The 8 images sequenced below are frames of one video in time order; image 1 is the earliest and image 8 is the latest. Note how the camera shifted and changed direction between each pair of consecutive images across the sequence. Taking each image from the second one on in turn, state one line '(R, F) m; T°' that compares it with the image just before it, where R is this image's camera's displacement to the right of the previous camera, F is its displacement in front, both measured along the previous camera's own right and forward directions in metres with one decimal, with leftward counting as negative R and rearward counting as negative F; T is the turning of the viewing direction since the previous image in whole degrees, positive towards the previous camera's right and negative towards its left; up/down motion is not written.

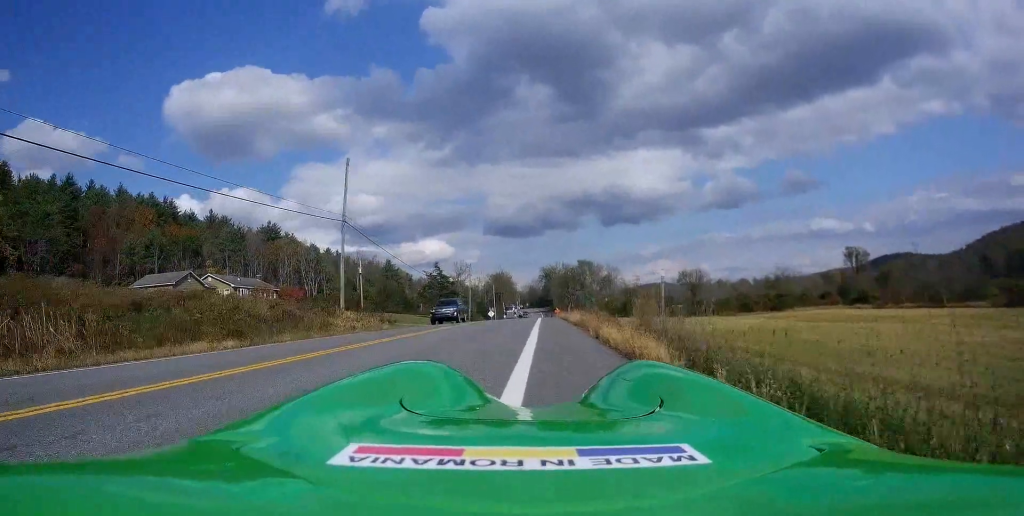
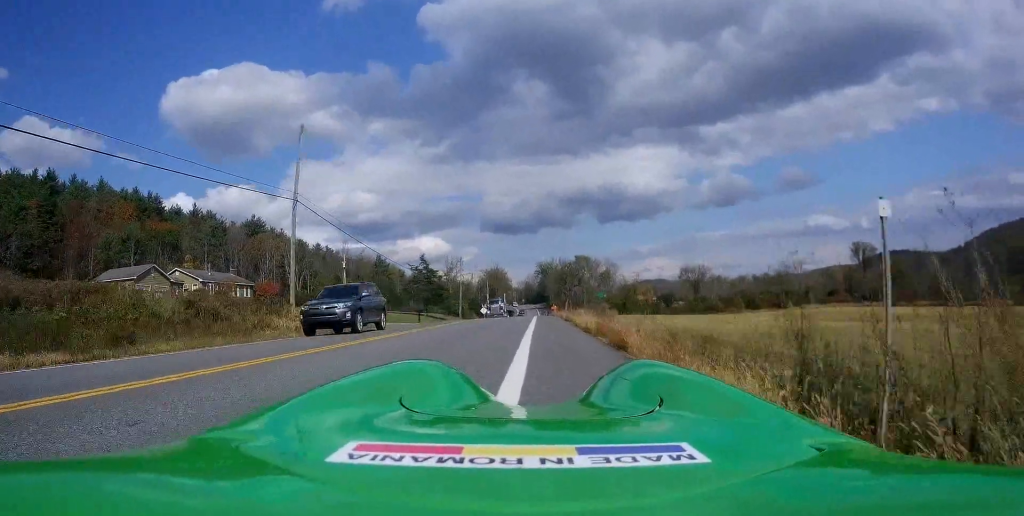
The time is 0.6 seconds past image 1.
(+0.2, +7.3) m; 0°
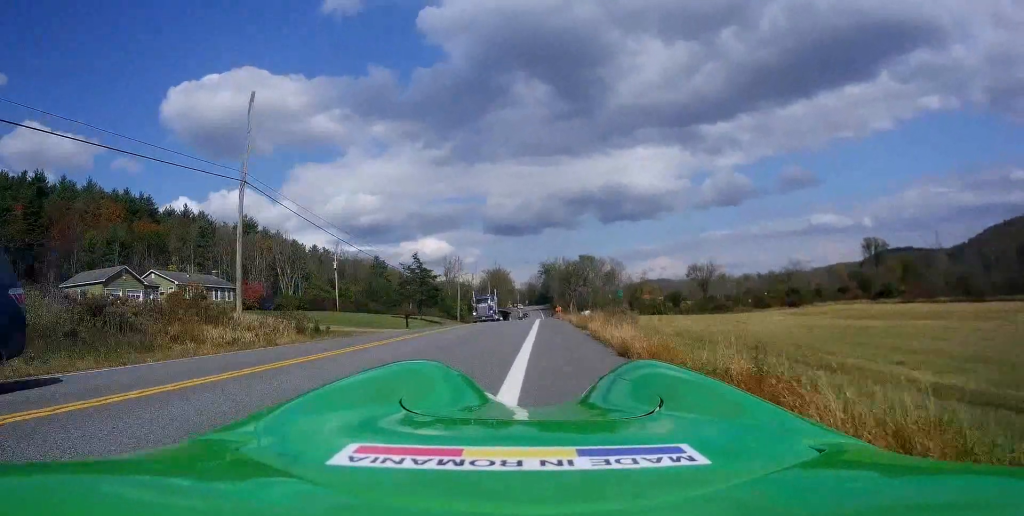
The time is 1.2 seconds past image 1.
(+0.1, +6.4) m; 0°
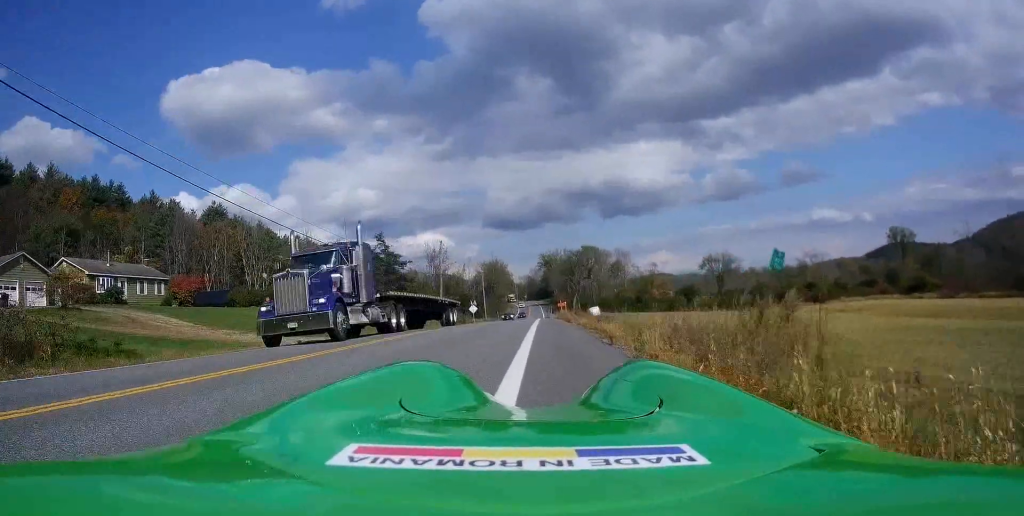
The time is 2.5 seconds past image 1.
(-0.4, +16.1) m; -1°
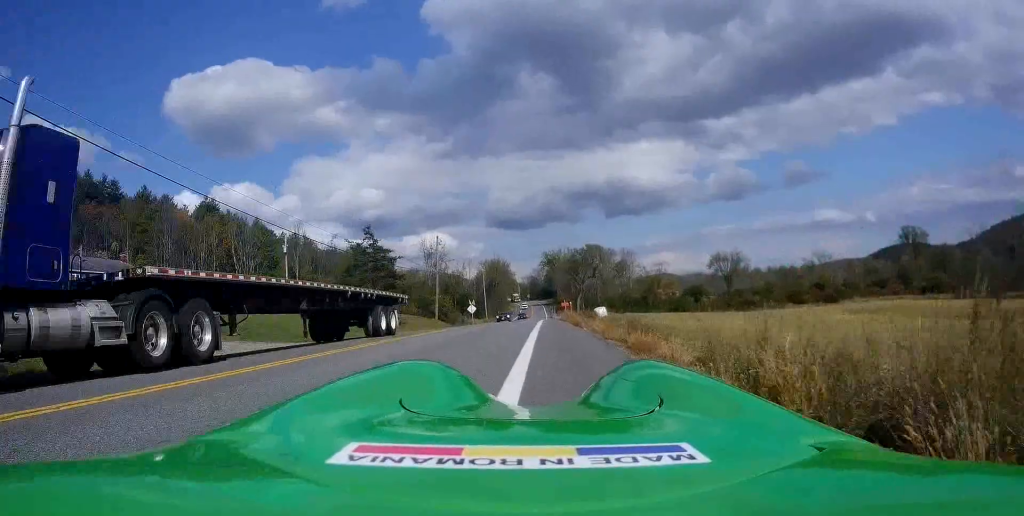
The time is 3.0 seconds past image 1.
(-0.1, +5.4) m; +1°
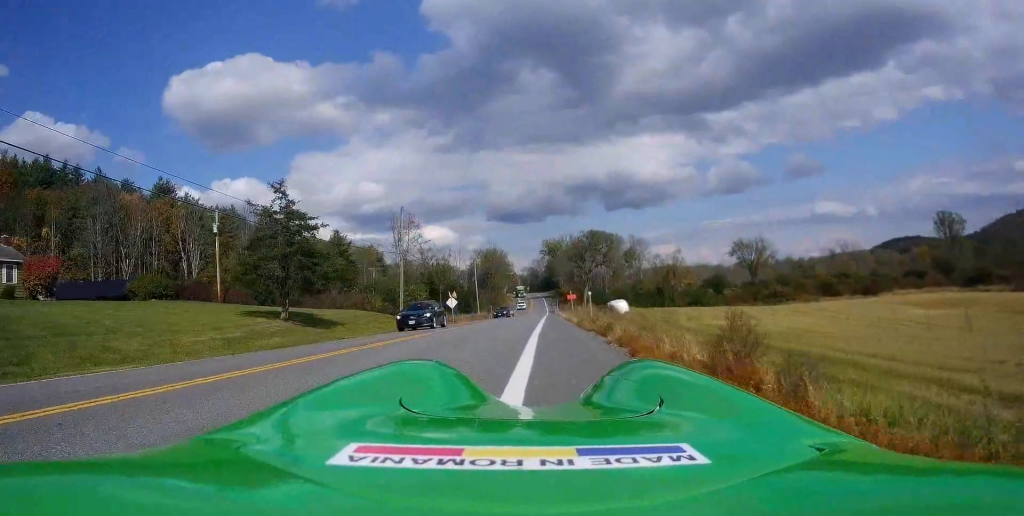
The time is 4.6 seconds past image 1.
(+0.2, +18.3) m; -1°
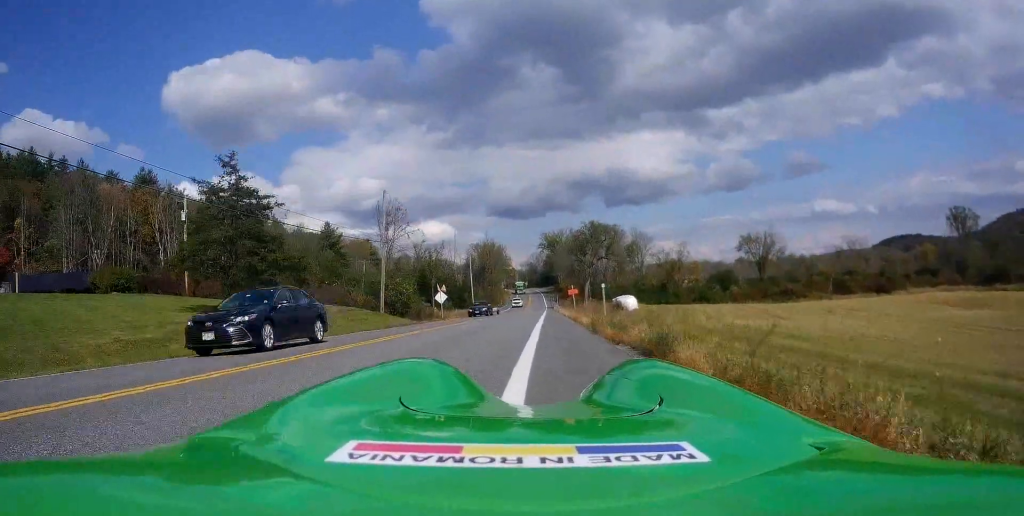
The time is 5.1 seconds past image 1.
(-0.1, +6.2) m; -1°
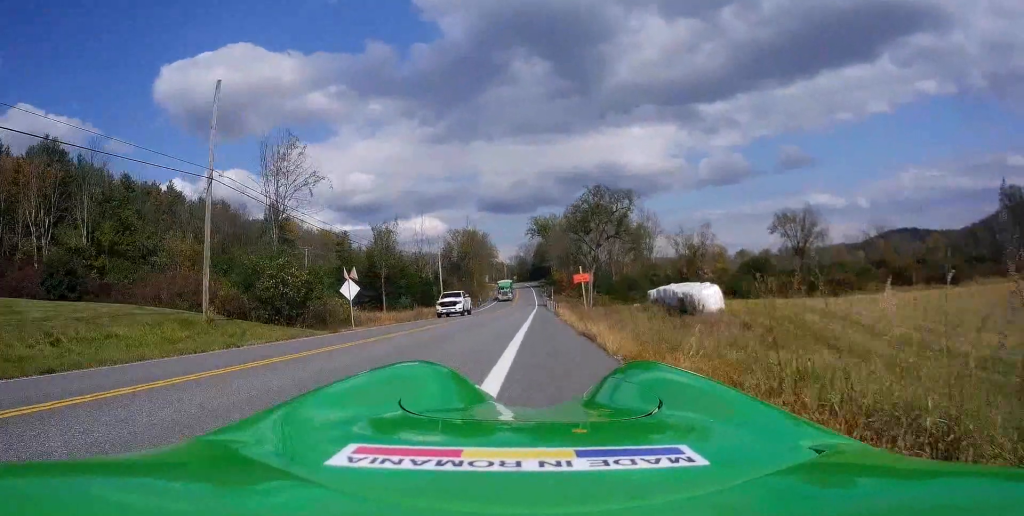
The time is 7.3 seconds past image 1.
(+0.1, +25.0) m; +2°
